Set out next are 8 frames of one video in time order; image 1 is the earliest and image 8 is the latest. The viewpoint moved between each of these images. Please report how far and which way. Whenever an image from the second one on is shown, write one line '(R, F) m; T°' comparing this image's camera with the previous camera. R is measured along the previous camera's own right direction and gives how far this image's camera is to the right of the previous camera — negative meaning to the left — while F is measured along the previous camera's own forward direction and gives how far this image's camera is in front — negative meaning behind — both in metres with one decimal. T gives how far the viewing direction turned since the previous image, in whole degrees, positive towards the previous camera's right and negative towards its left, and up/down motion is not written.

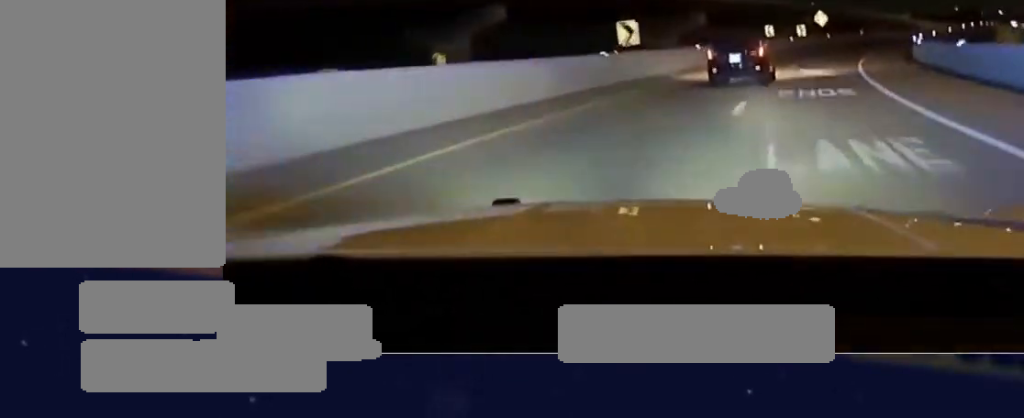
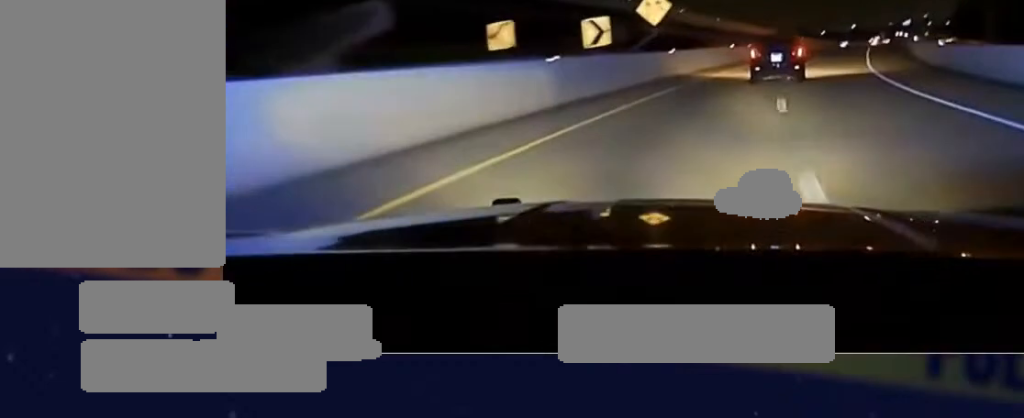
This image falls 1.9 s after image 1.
(+8.7, +68.7) m; +13°
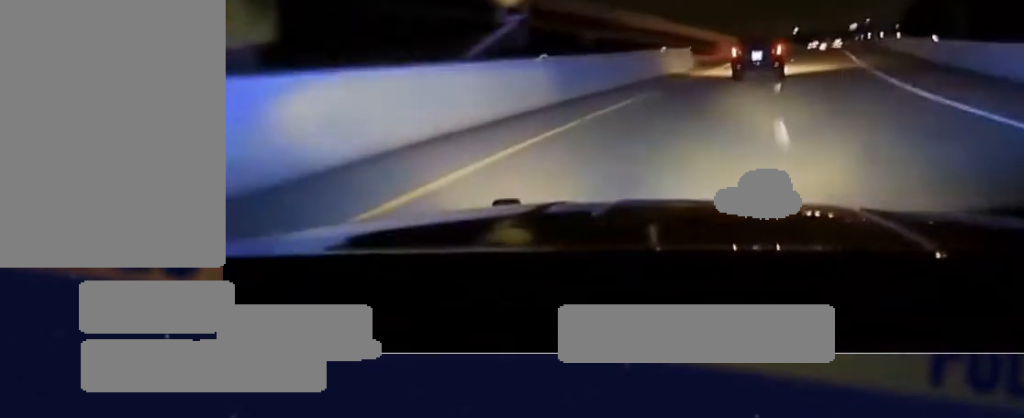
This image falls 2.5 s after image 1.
(+0.5, +23.7) m; +3°
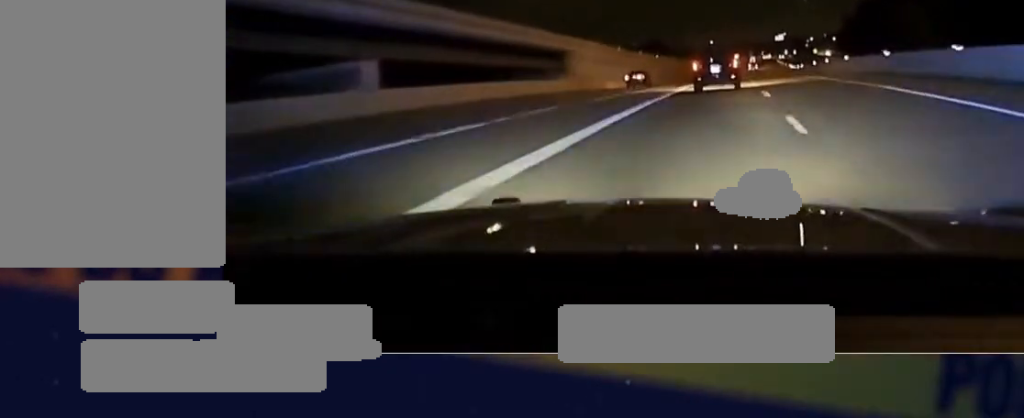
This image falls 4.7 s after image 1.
(+4.1, +71.0) m; +4°
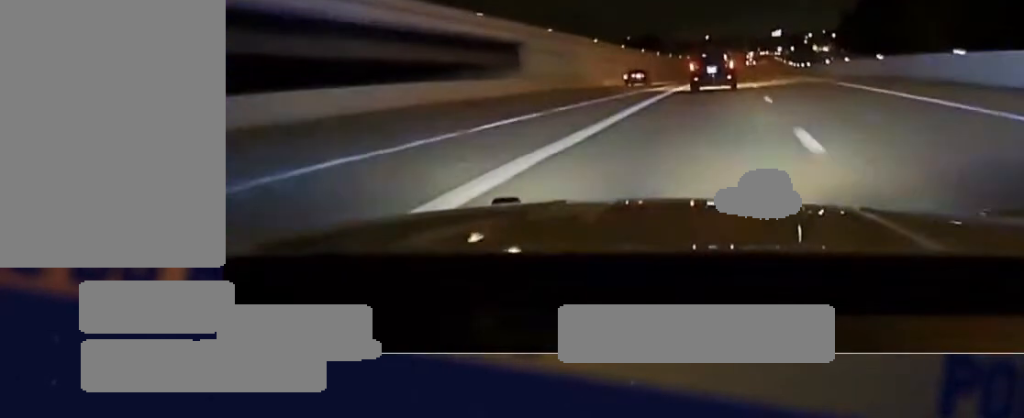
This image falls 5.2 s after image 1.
(0.0, +11.2) m; 0°
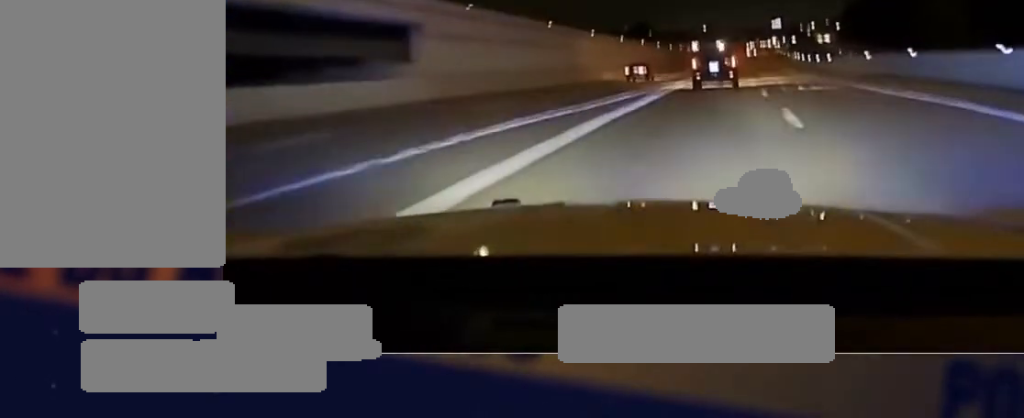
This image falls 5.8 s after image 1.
(+0.1, +15.6) m; 0°
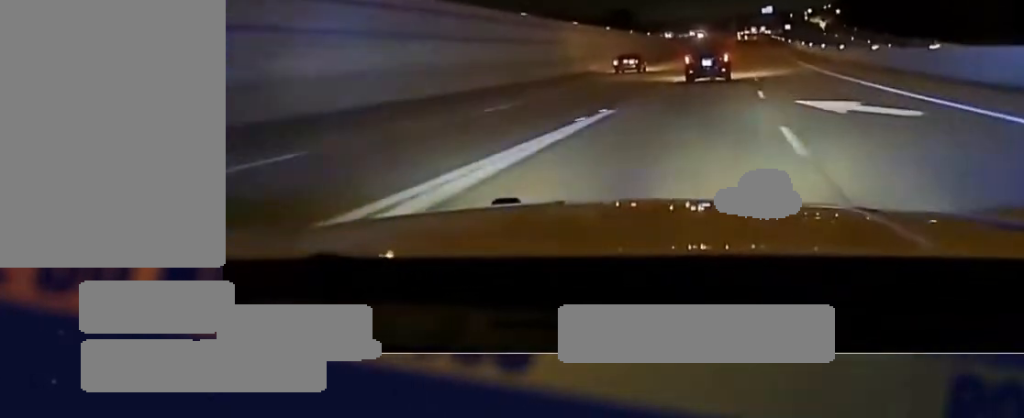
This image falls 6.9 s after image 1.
(+0.3, +32.7) m; +1°
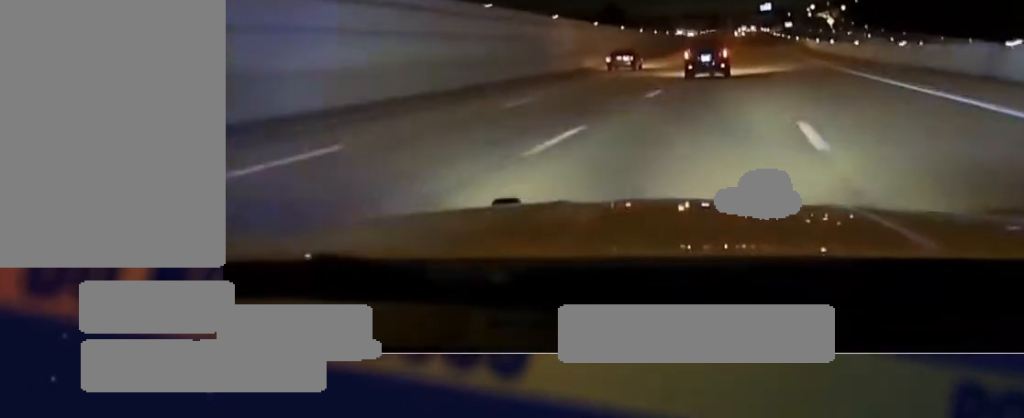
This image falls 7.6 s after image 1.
(+0.1, +22.8) m; 0°
